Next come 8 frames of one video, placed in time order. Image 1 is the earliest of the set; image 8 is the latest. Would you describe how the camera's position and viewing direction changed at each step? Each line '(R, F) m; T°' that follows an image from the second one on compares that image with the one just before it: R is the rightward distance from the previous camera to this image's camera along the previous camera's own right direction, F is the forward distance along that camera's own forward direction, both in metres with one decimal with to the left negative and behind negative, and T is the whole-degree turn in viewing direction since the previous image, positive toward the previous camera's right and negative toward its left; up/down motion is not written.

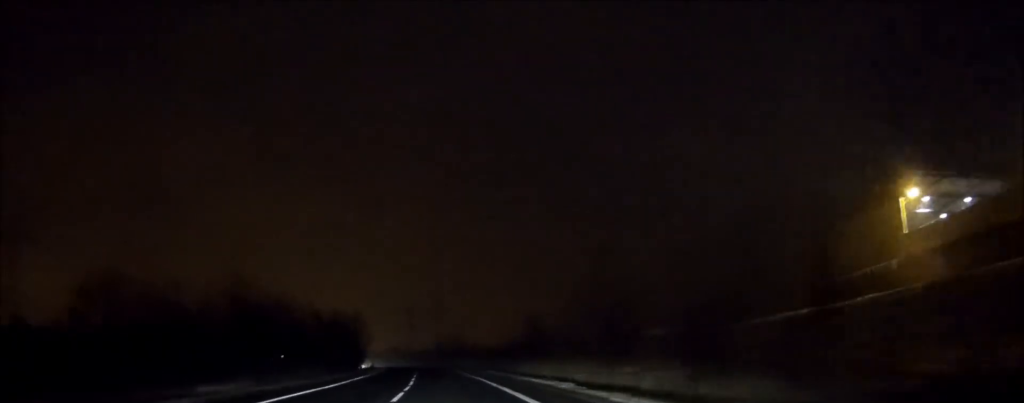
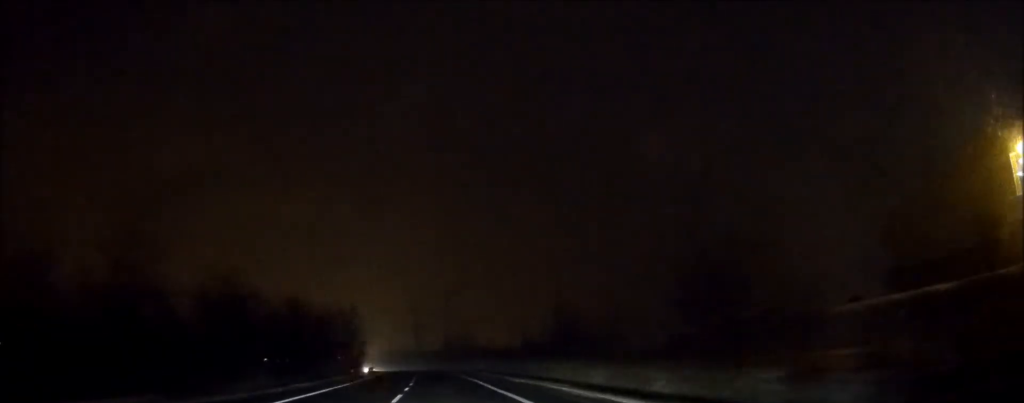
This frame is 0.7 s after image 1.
(-0.2, +15.4) m; -1°
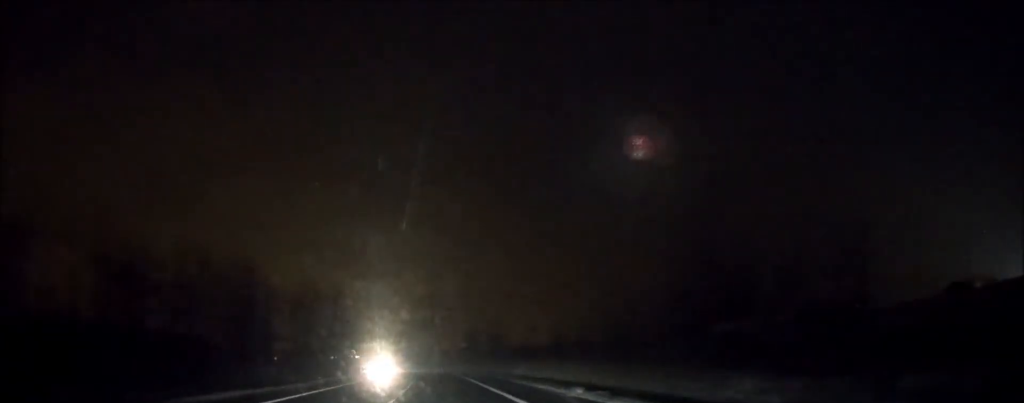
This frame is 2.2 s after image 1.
(-0.2, +26.5) m; -1°
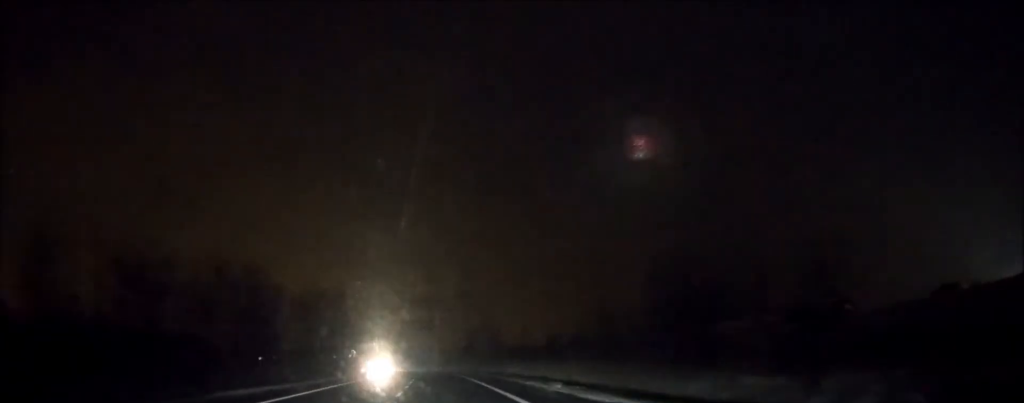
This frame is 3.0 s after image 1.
(-0.1, +13.6) m; -1°
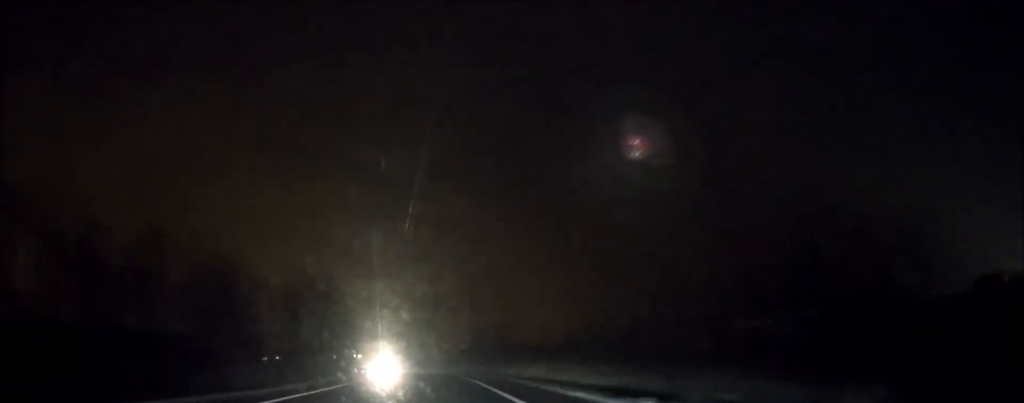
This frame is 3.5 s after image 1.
(0.0, +8.1) m; 0°
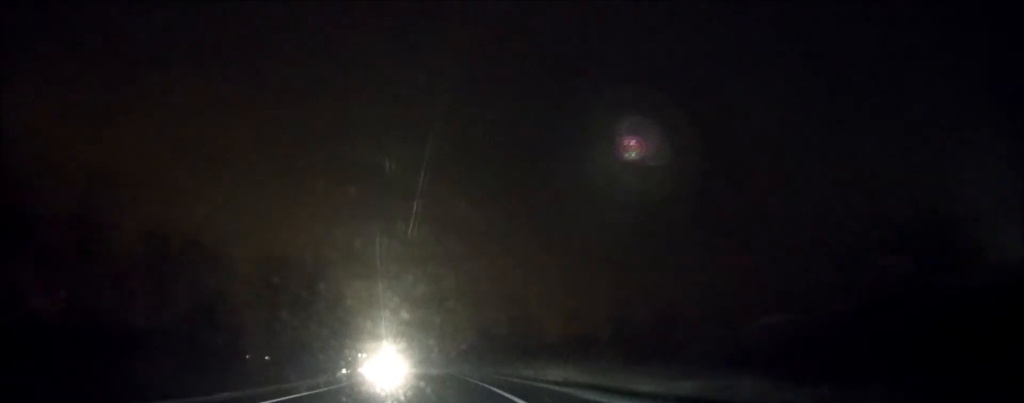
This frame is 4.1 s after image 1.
(-0.1, +9.5) m; 0°
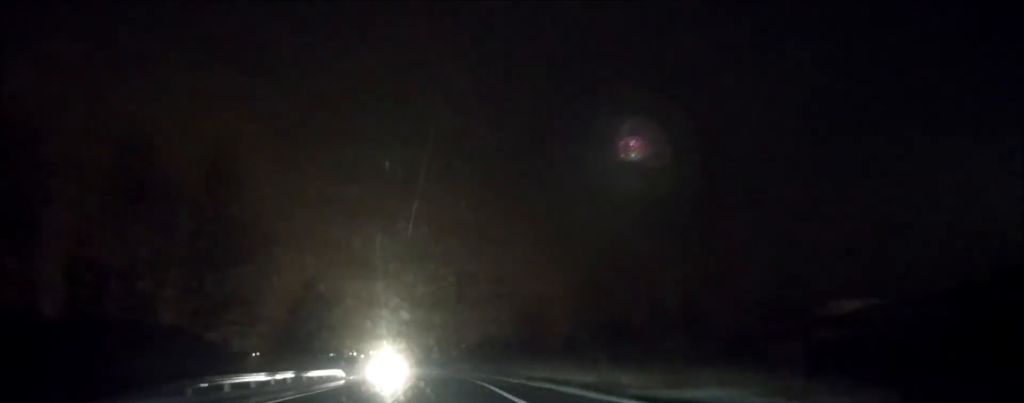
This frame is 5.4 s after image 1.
(-0.2, +26.8) m; -1°
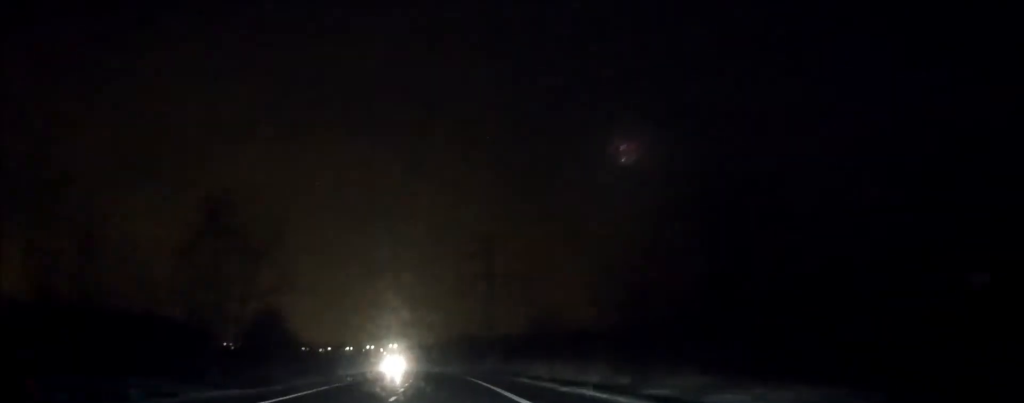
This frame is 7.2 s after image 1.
(-0.7, +40.0) m; -2°
